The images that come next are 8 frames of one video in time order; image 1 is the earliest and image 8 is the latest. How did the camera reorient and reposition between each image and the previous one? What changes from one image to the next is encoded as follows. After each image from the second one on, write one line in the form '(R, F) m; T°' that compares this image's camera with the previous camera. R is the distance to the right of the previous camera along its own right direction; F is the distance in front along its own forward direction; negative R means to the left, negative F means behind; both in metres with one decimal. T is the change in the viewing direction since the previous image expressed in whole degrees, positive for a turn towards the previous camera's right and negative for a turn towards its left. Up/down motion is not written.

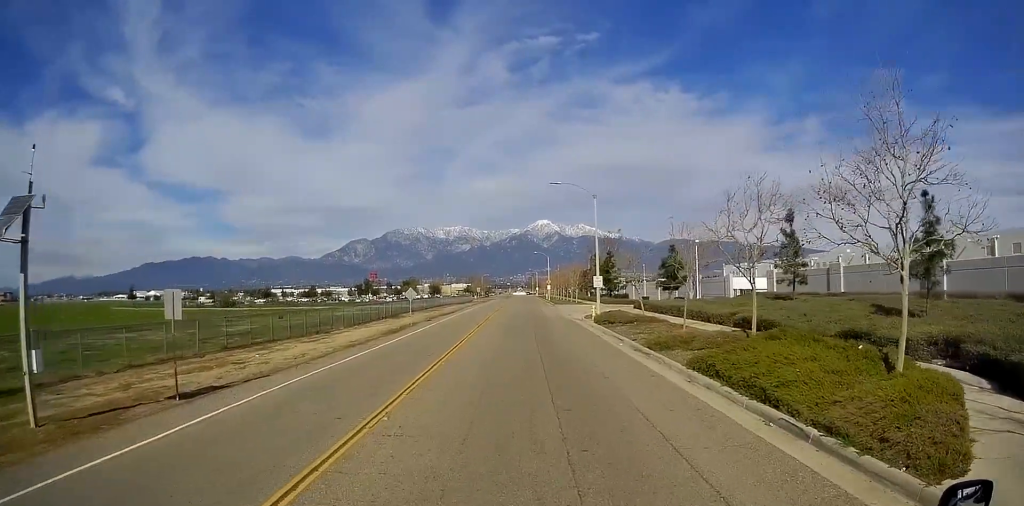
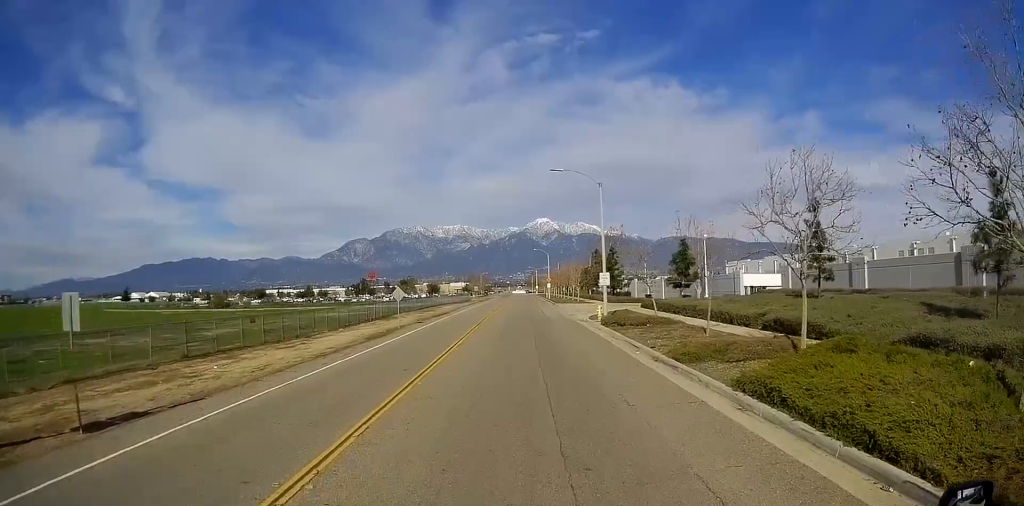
(0.0, +3.7) m; 0°
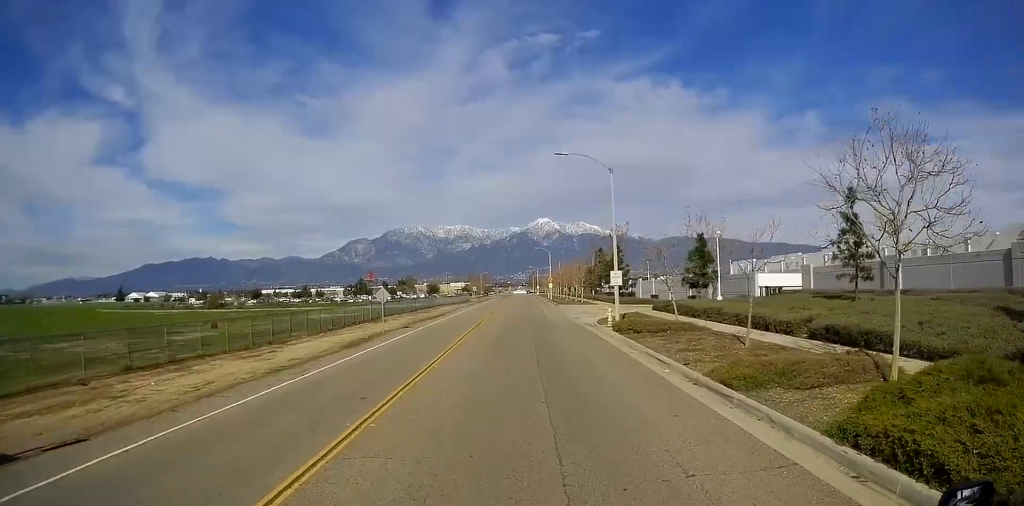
(0.0, +4.1) m; 0°
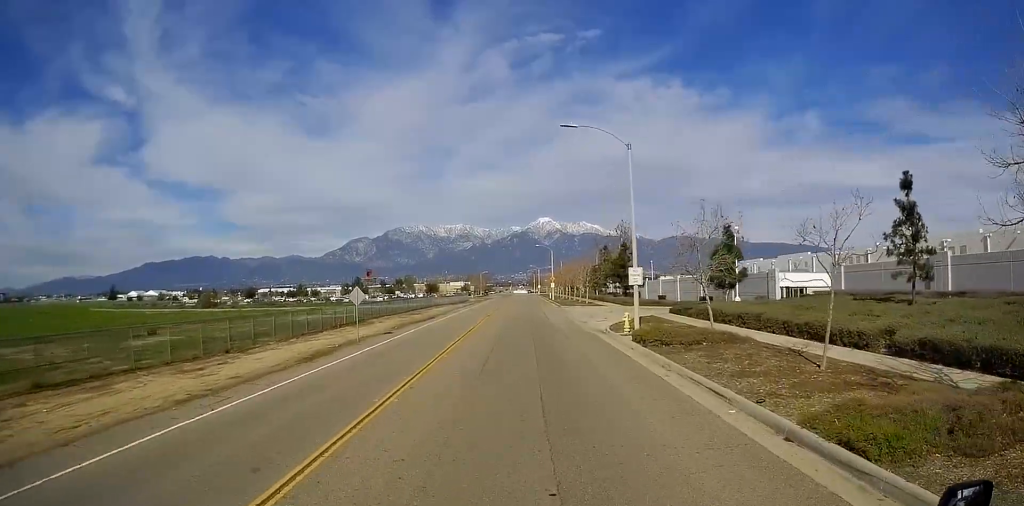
(0.0, +5.2) m; 0°
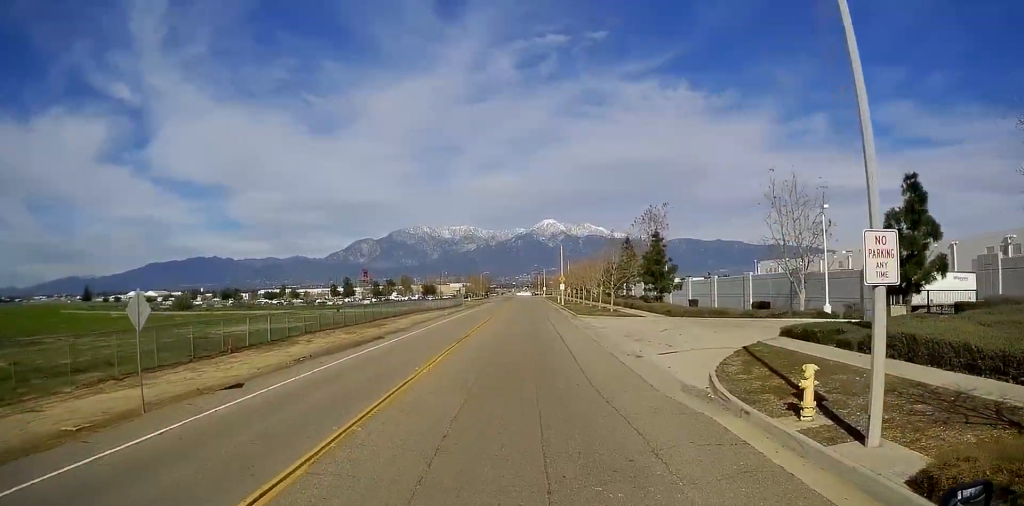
(0.0, +18.6) m; 0°
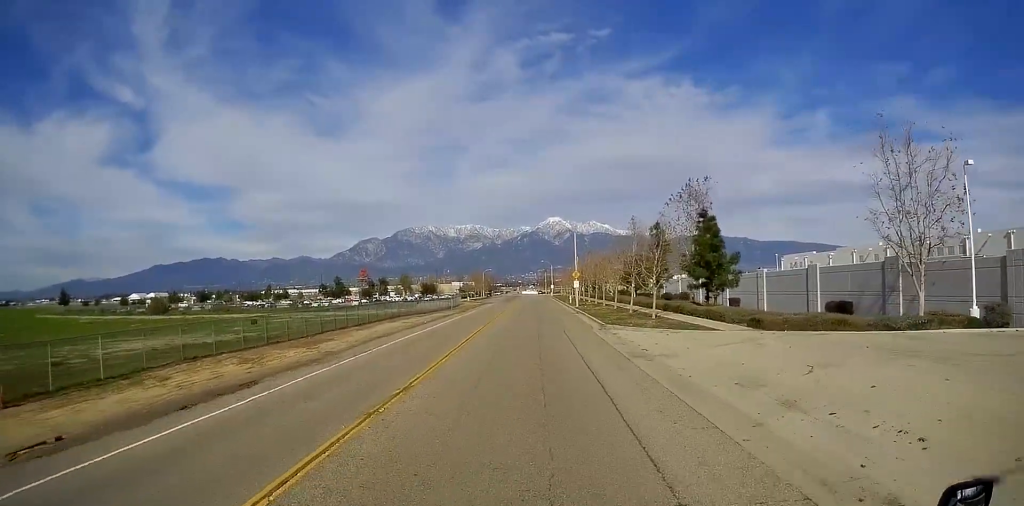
(0.0, +16.1) m; 0°
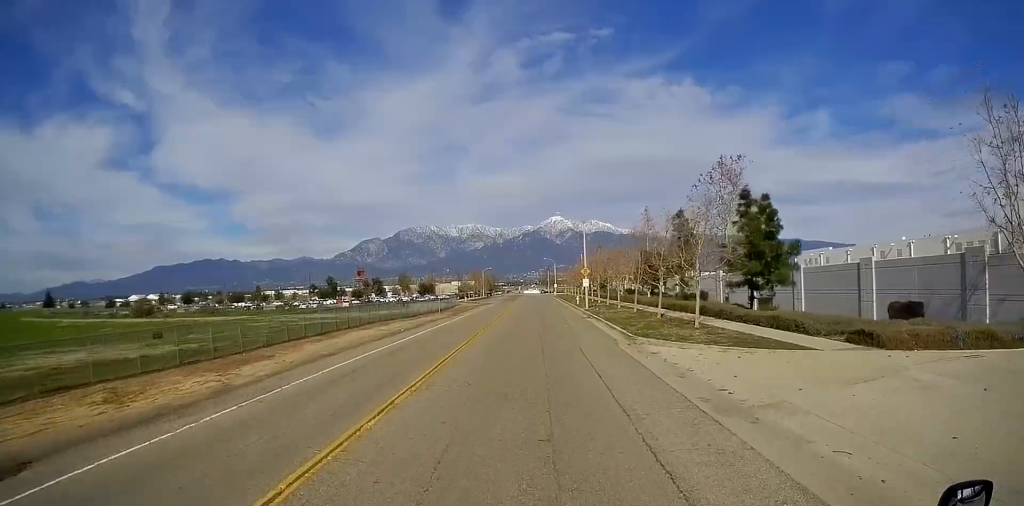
(0.0, +9.4) m; 0°
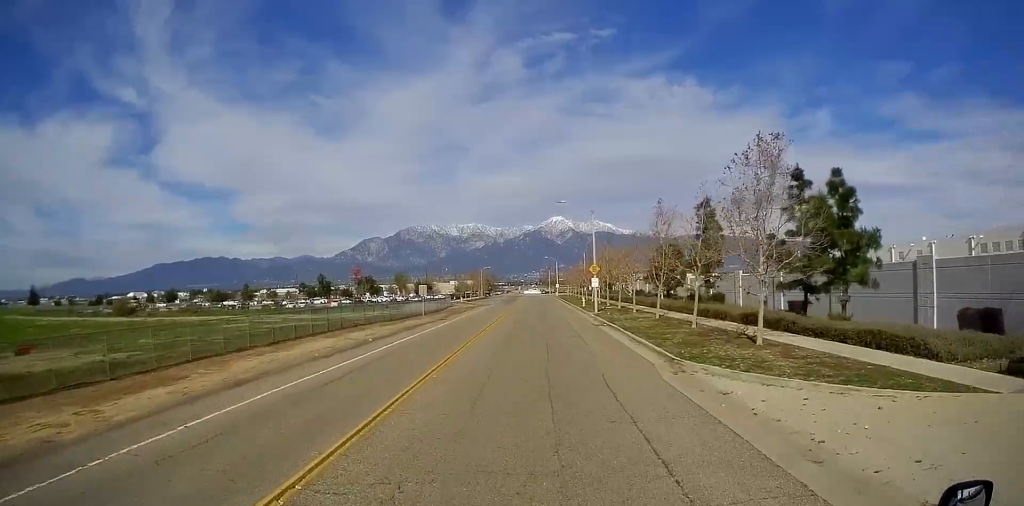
(0.0, +8.1) m; 0°
